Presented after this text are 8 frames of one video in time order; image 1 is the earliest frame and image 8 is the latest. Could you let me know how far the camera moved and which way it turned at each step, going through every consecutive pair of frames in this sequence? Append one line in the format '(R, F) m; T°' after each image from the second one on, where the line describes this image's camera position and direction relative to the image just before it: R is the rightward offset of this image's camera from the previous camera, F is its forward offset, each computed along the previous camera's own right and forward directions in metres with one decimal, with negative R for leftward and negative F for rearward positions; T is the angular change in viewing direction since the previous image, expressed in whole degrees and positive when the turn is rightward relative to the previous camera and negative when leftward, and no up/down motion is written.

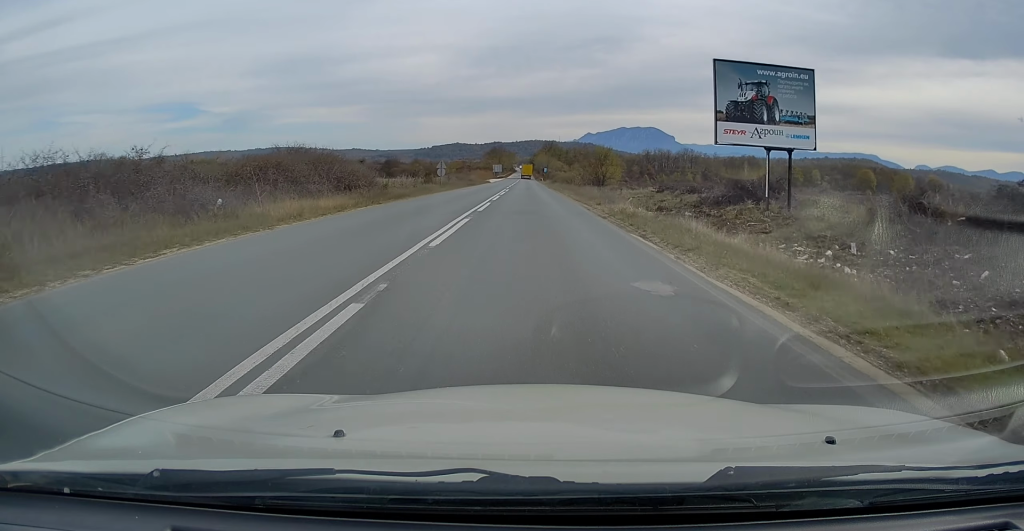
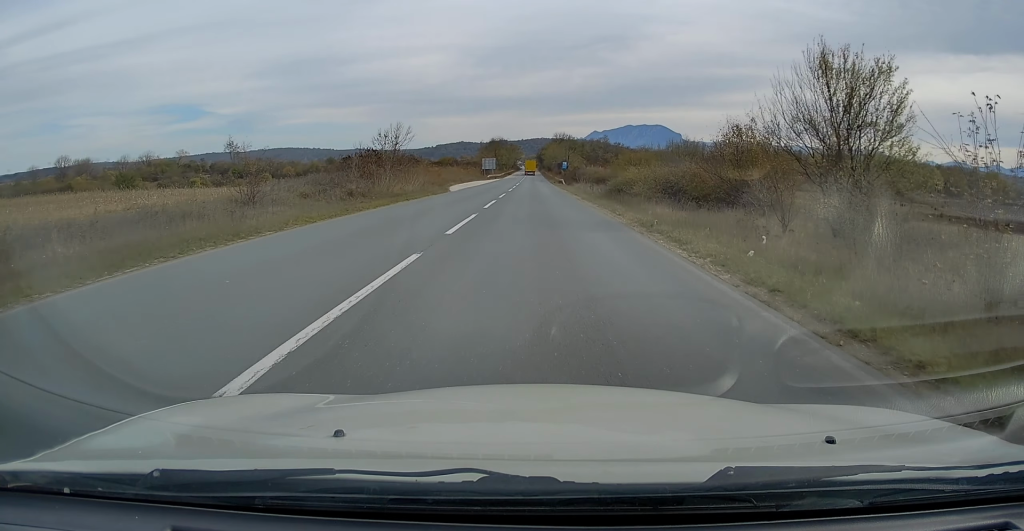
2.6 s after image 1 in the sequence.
(-0.1, +63.9) m; -1°
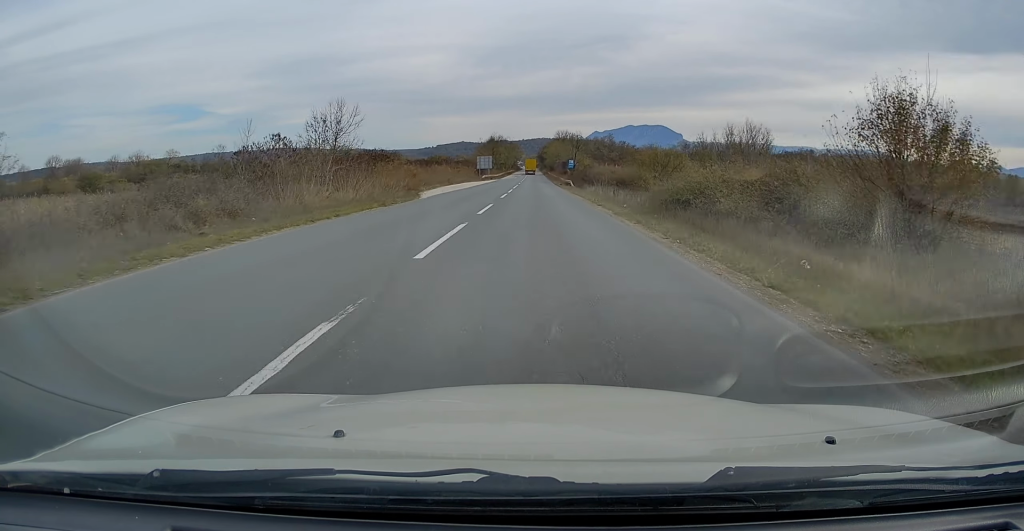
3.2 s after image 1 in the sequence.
(+0.1, +13.8) m; -1°
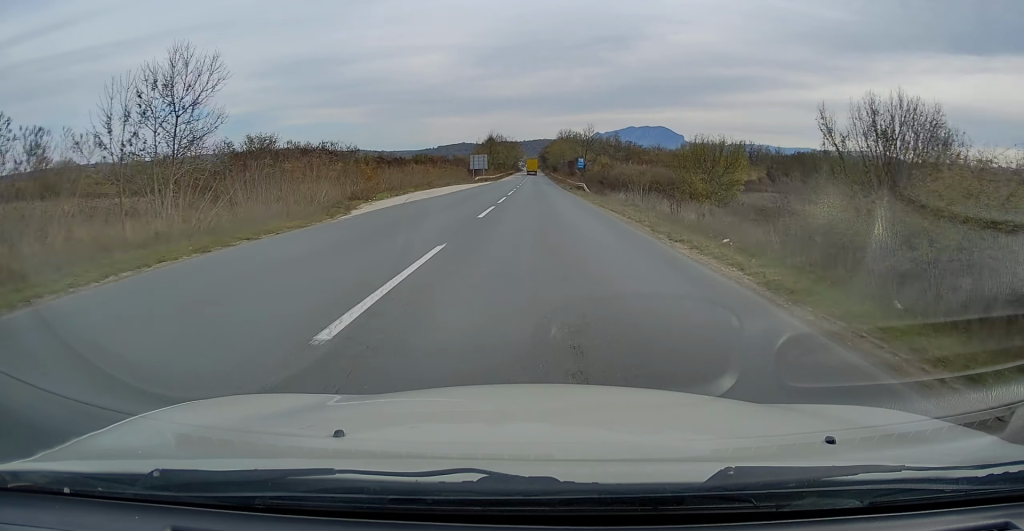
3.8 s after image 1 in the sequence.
(-0.3, +14.5) m; 0°
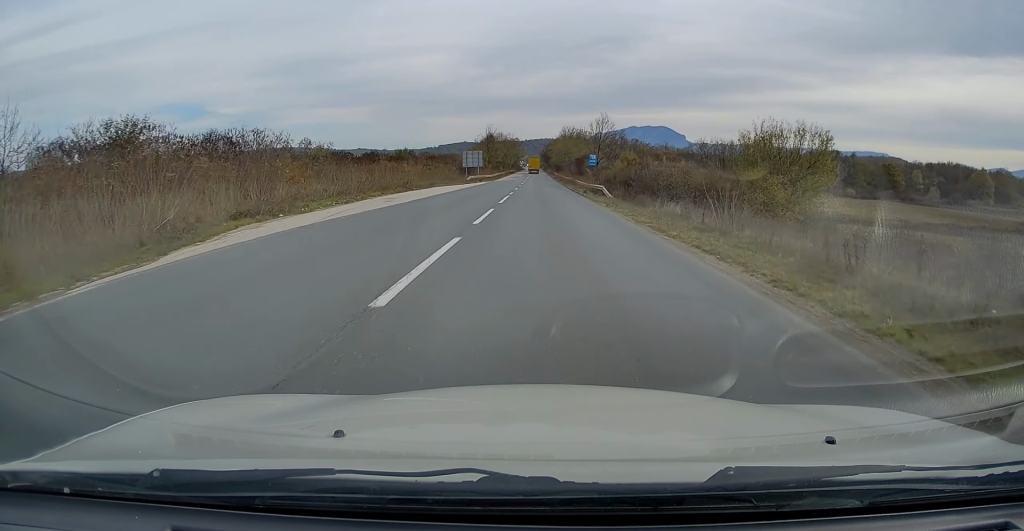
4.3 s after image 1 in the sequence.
(-0.1, +12.0) m; 0°
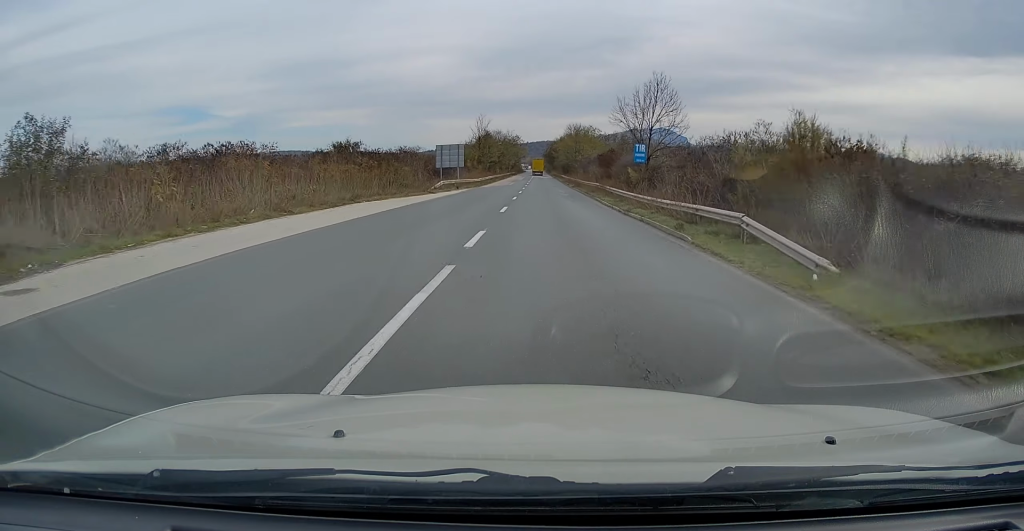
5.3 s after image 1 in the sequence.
(+0.3, +24.7) m; 0°
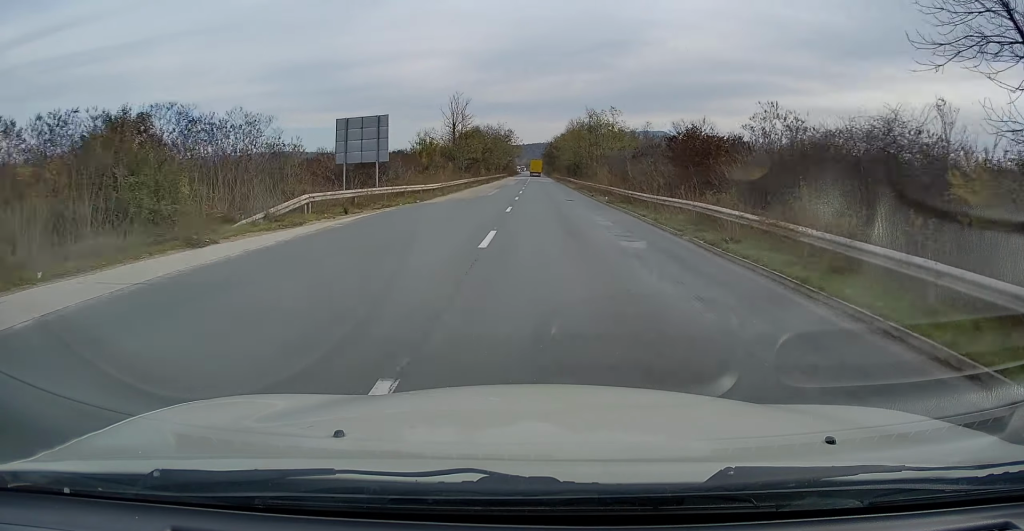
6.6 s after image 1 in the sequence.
(-0.1, +29.3) m; 0°
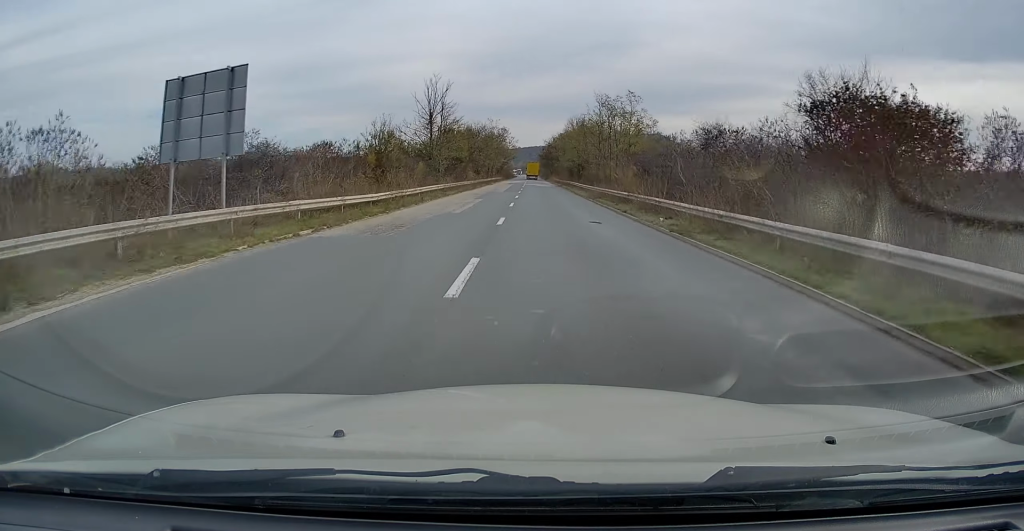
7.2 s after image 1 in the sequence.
(+0.1, +14.3) m; 0°
